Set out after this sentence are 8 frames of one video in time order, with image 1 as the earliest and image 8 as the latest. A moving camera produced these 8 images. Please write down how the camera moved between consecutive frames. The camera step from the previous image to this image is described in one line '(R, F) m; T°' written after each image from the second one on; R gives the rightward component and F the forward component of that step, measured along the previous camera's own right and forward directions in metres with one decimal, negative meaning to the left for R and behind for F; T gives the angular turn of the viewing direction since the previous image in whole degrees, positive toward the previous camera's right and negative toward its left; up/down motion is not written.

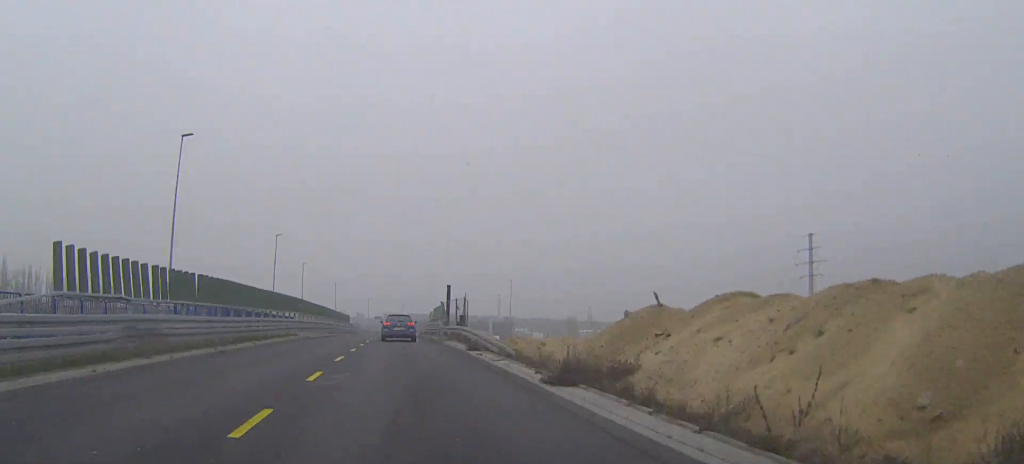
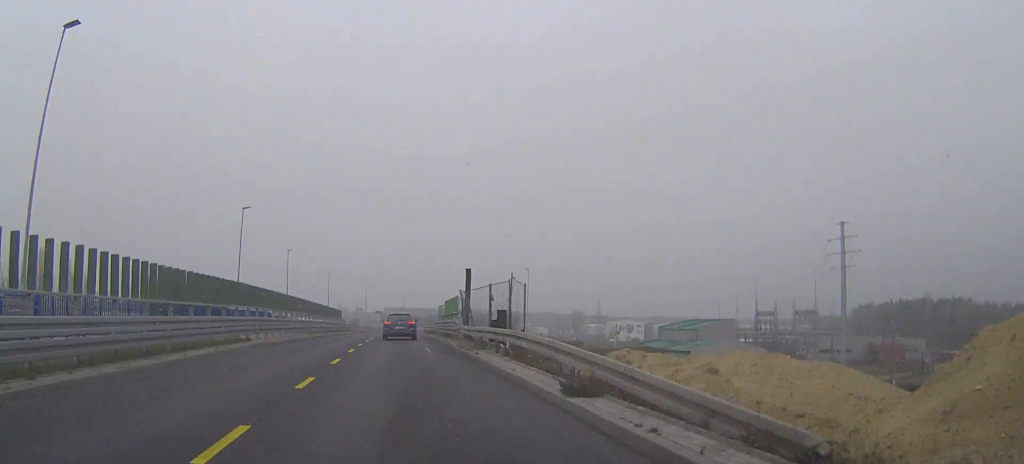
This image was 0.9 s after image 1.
(0.0, +13.5) m; 0°
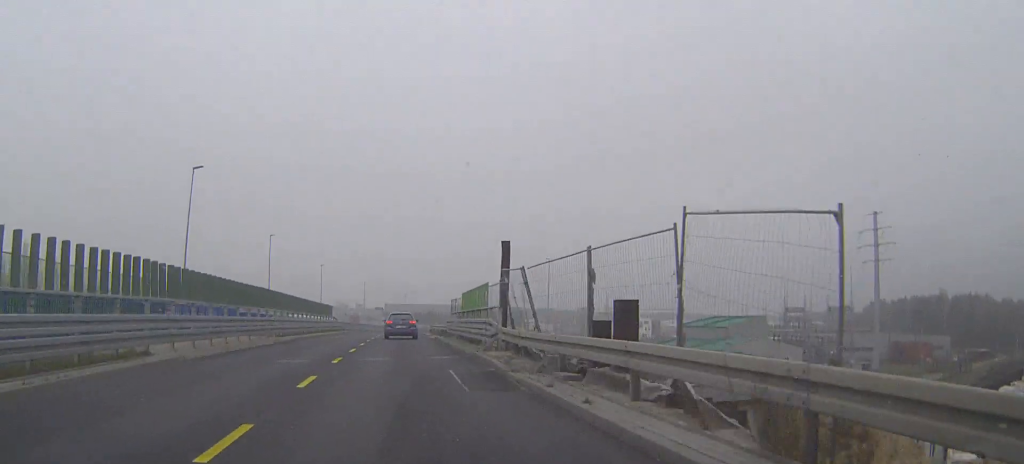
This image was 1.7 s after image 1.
(0.0, +12.0) m; 0°
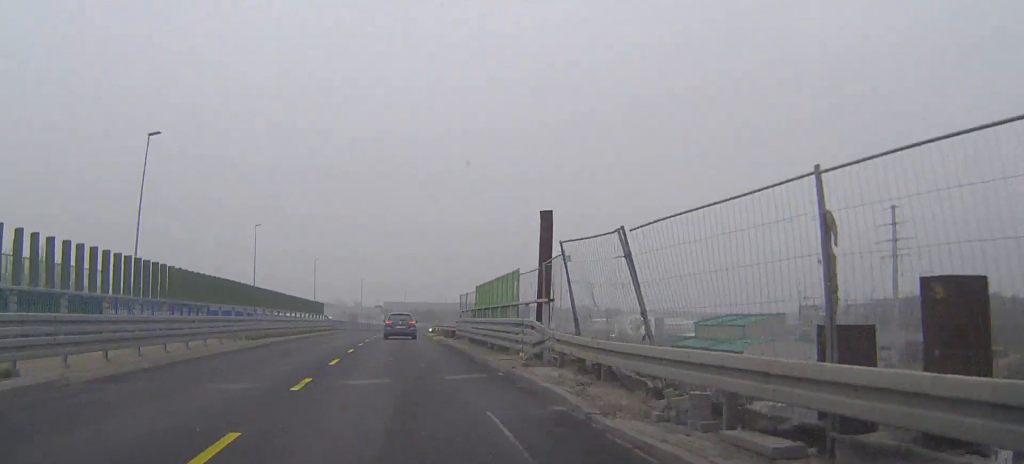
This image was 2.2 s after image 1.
(0.0, +6.6) m; 0°
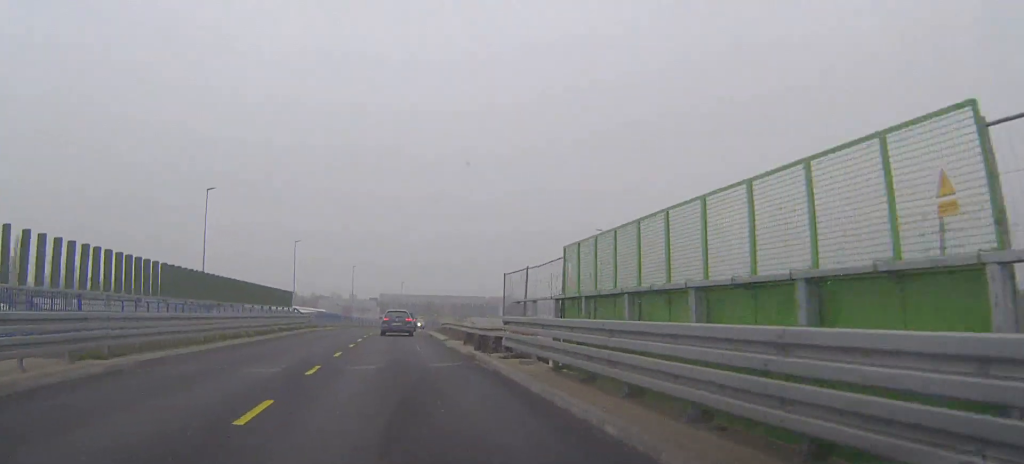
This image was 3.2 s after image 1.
(-0.1, +15.3) m; 0°
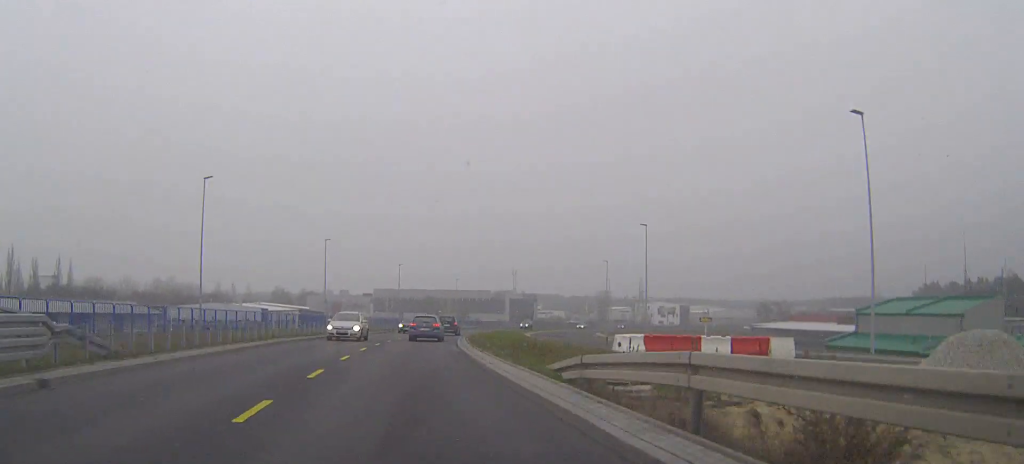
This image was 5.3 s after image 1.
(+0.3, +35.1) m; +1°
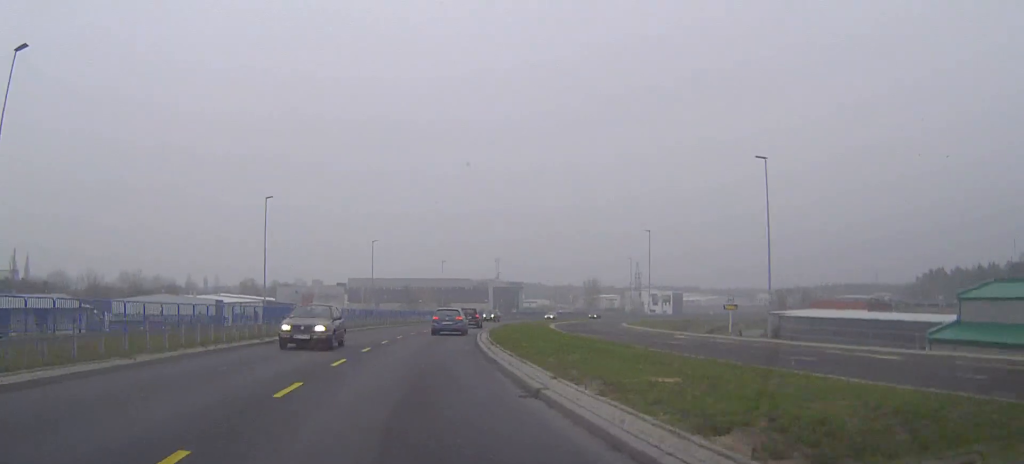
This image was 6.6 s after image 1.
(+0.2, +22.0) m; +2°
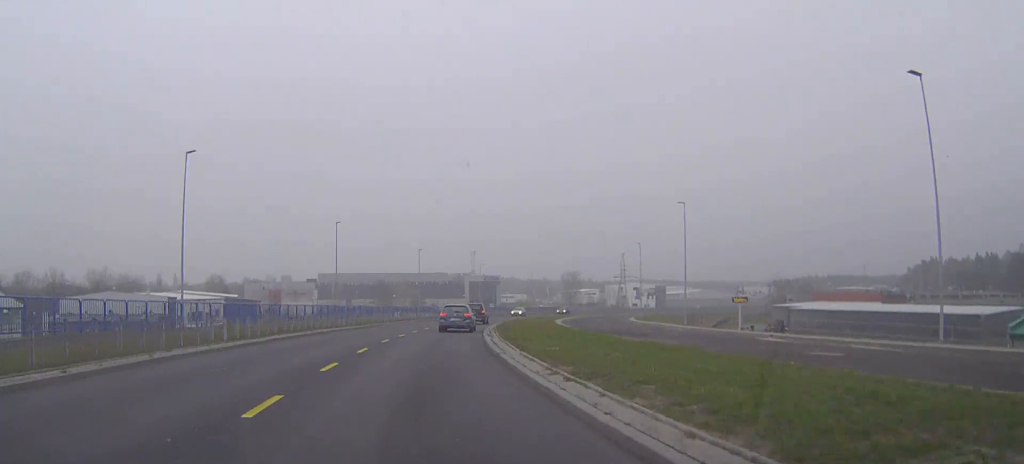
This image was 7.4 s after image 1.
(+0.2, +14.0) m; +2°
